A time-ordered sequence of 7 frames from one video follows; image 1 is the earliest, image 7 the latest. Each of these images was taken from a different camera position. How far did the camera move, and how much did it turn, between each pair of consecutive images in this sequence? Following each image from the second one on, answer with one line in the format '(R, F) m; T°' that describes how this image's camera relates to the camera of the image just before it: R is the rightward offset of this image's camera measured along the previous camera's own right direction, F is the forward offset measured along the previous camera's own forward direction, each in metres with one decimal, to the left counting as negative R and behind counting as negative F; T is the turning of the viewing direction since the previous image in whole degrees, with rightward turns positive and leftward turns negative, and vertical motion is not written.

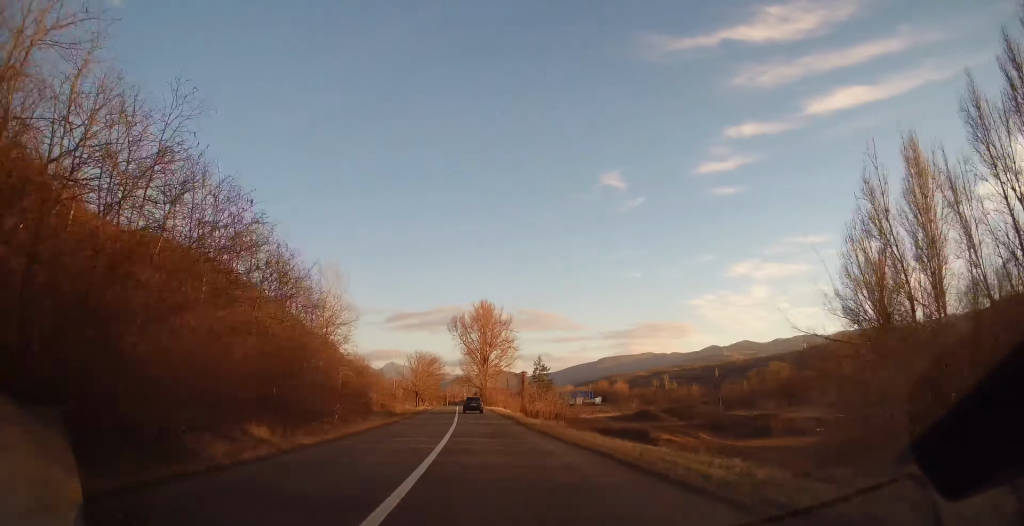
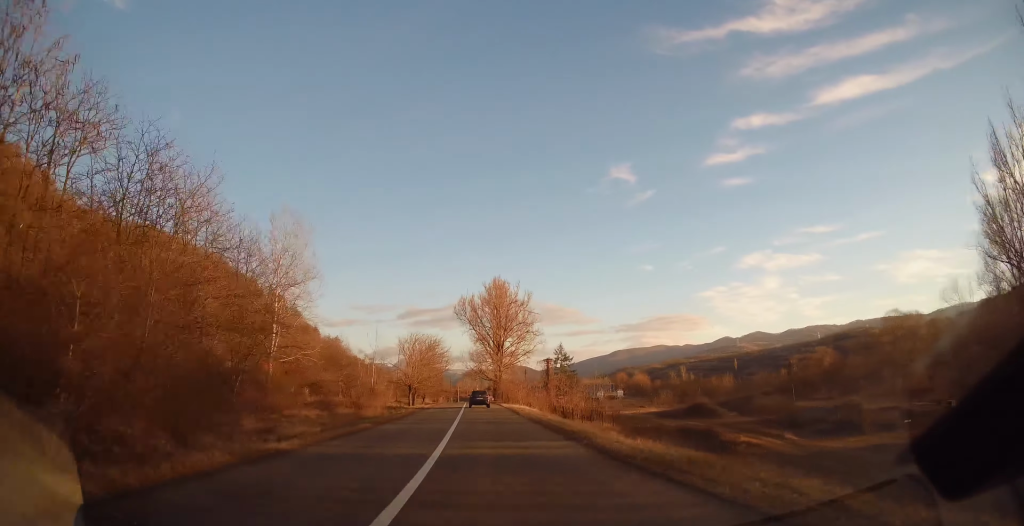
(-0.1, +19.8) m; 0°
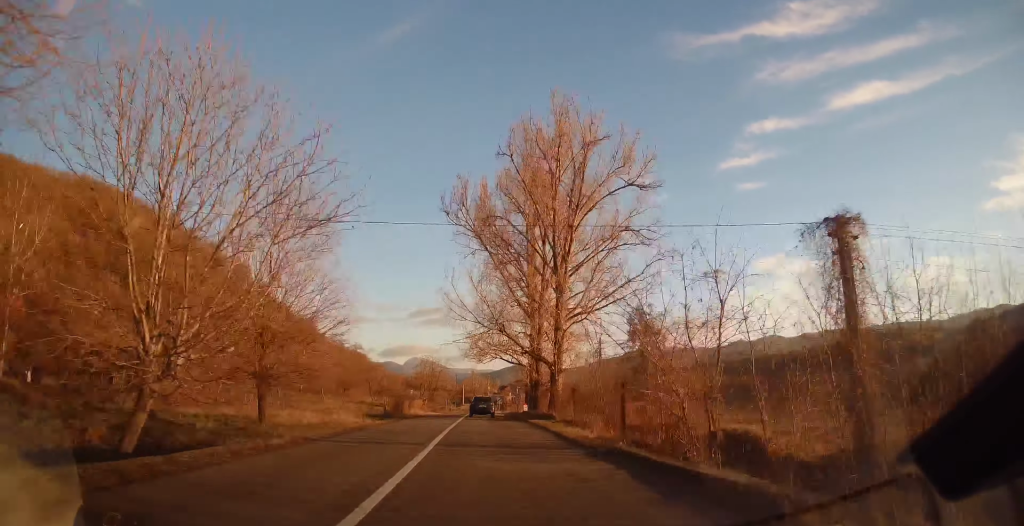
(-1.1, +63.9) m; -2°
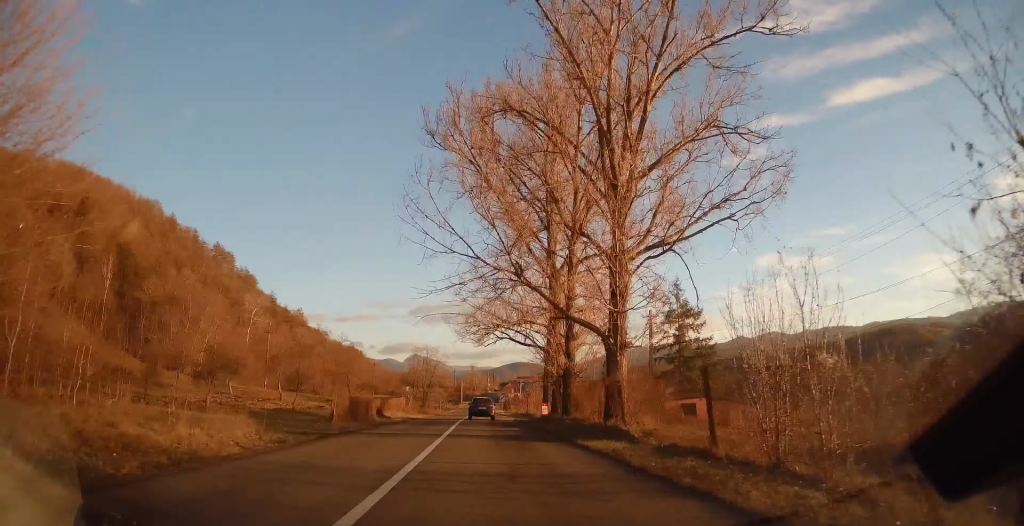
(0.0, +15.5) m; 0°
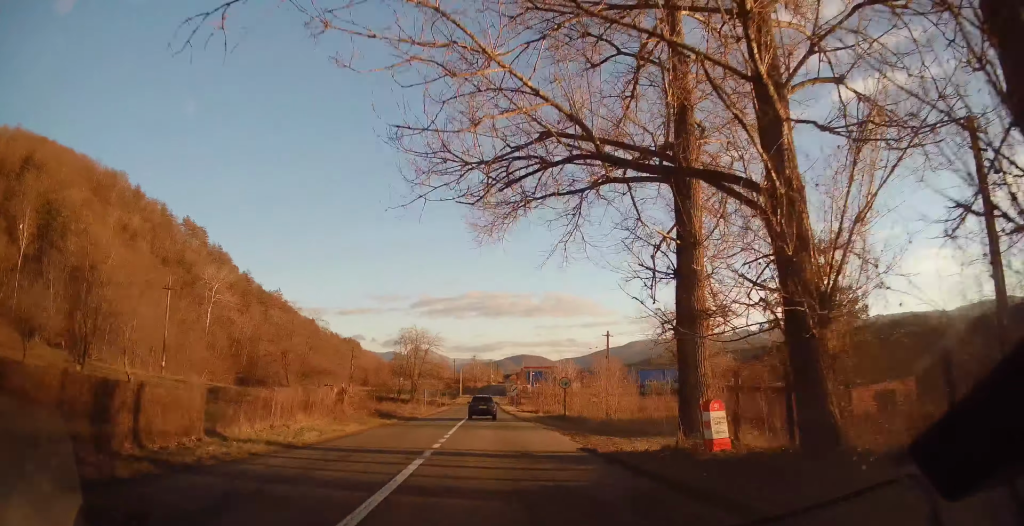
(0.0, +26.7) m; +1°
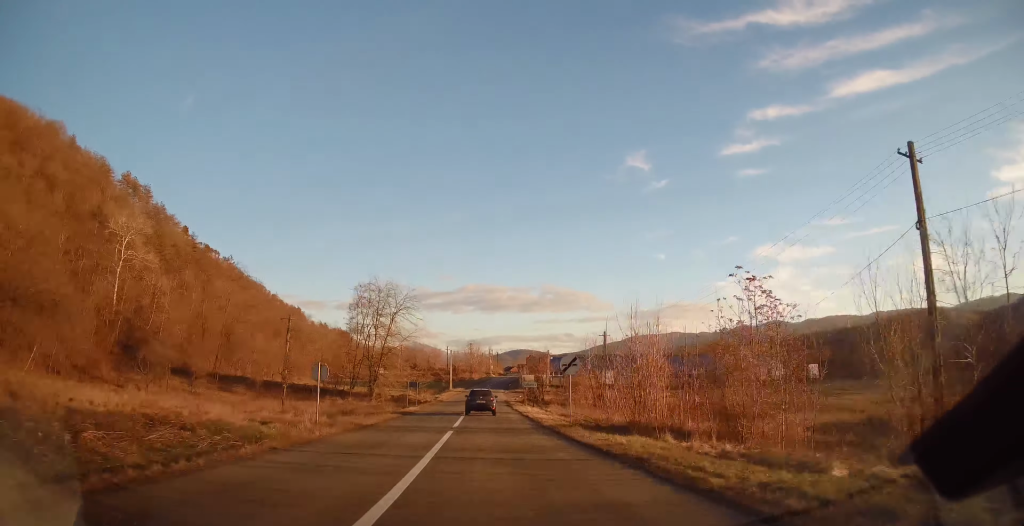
(+0.7, +38.6) m; 0°
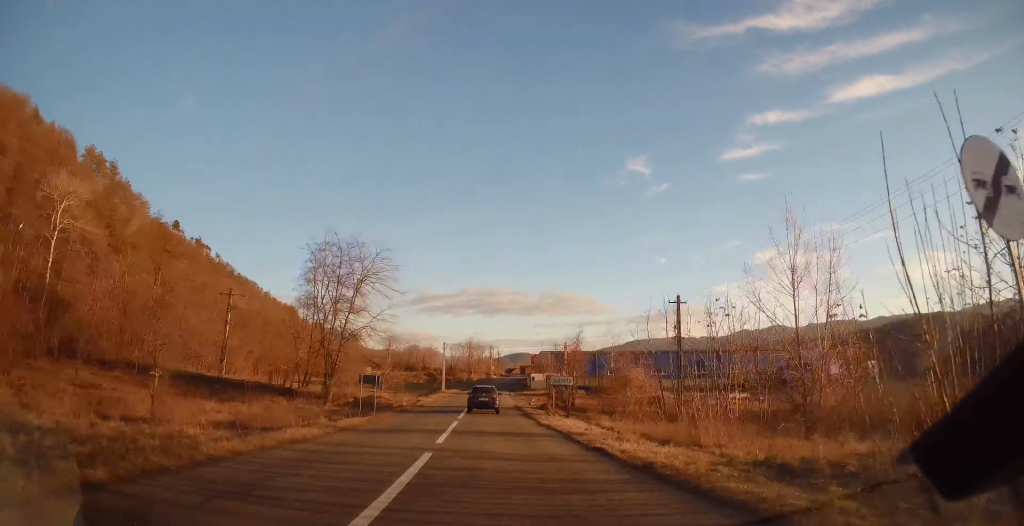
(-0.5, +19.7) m; -1°
